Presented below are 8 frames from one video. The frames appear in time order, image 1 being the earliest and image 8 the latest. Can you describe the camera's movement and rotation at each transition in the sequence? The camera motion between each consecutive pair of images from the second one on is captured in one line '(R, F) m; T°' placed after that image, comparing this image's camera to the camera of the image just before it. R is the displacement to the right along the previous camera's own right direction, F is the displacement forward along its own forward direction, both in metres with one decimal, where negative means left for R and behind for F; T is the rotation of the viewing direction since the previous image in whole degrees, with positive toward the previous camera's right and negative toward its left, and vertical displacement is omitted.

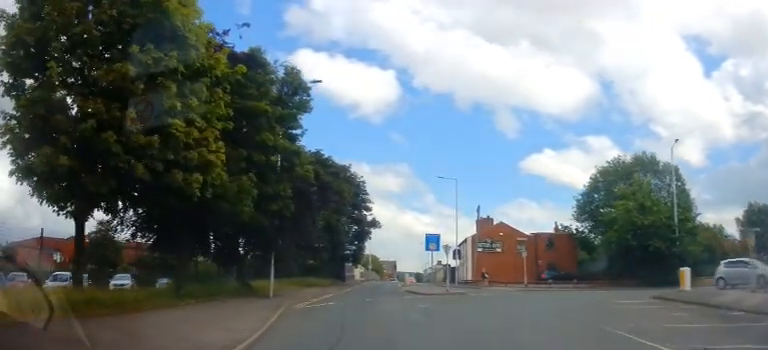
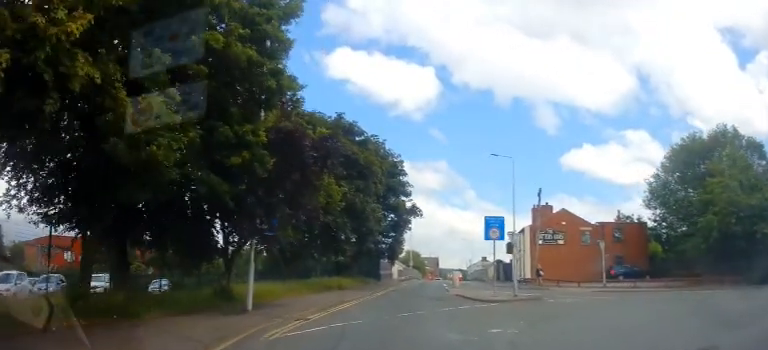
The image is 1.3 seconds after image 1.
(0.0, +7.8) m; 0°
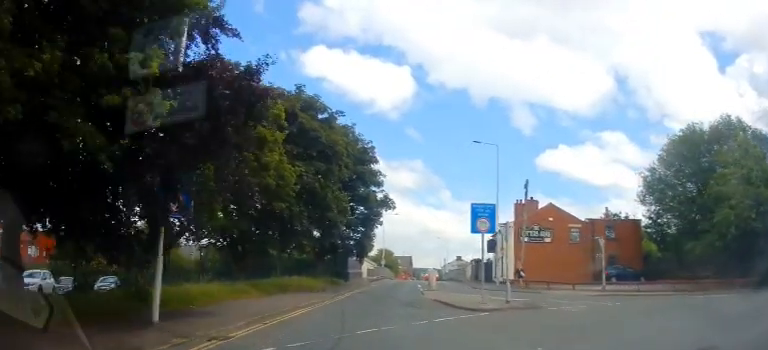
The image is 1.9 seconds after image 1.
(0.0, +3.9) m; 0°
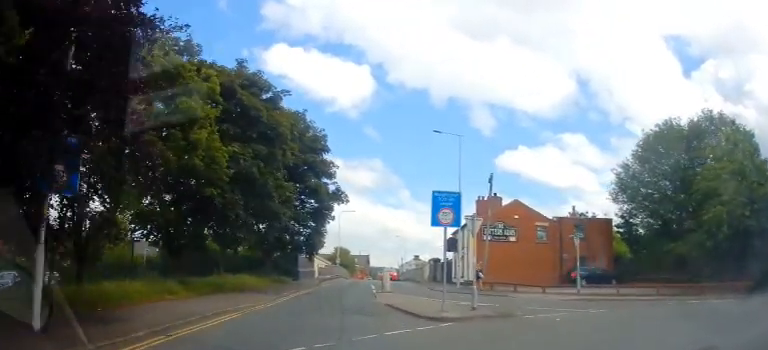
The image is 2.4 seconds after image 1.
(0.0, +2.6) m; +1°
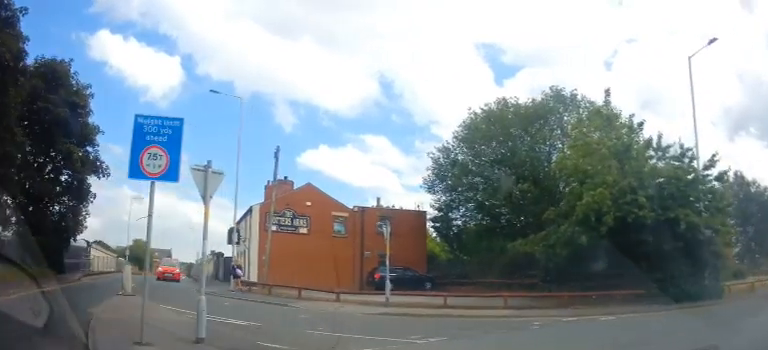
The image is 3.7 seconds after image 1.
(+0.7, +6.6) m; +22°
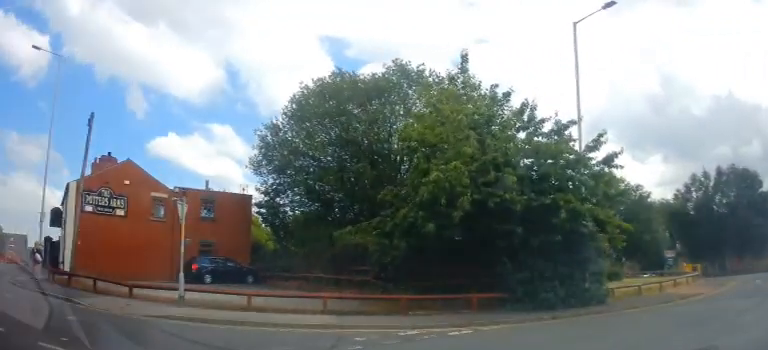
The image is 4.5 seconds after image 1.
(+0.6, +3.7) m; +21°
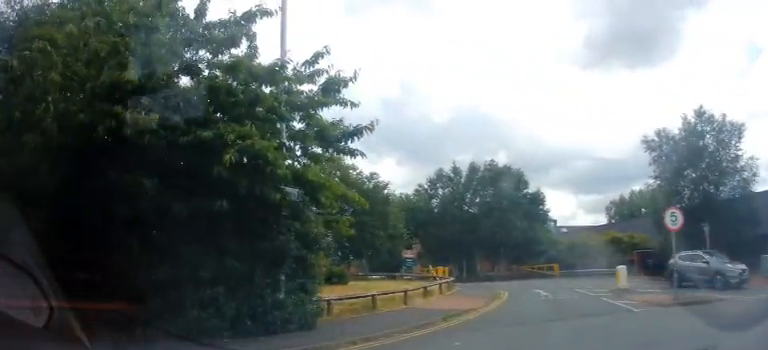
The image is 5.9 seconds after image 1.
(+2.1, +6.3) m; +31°
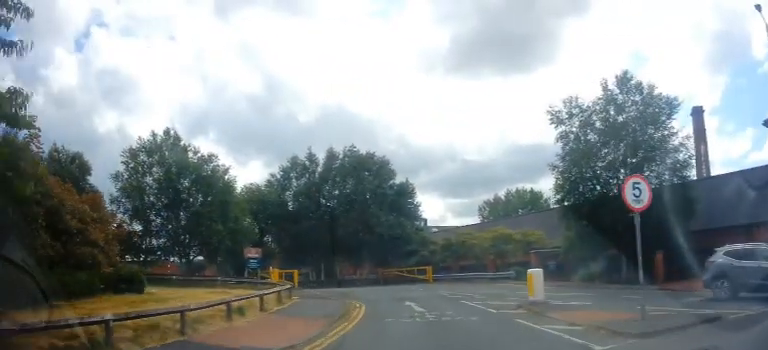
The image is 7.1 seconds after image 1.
(+1.1, +6.1) m; +16°
